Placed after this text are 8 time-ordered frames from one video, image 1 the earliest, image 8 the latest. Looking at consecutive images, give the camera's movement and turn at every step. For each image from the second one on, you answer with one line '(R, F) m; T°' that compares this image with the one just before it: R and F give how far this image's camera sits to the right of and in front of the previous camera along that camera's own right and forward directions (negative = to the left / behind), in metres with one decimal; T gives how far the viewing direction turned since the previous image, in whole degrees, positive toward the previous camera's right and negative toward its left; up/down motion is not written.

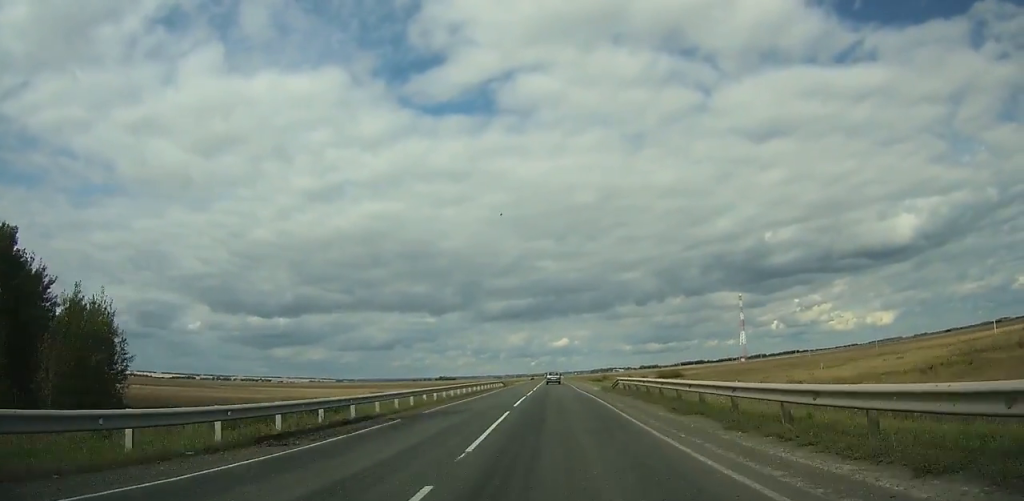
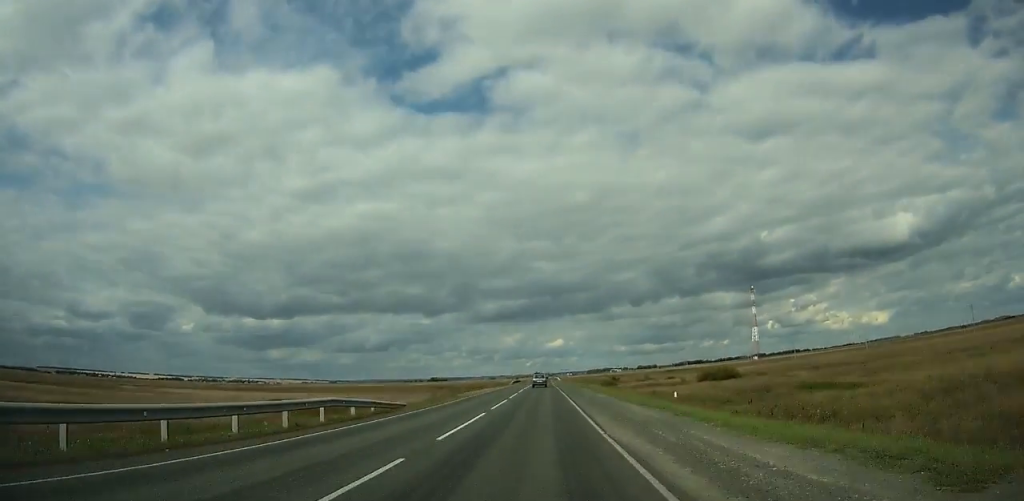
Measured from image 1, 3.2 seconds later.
(+0.7, +58.1) m; +4°
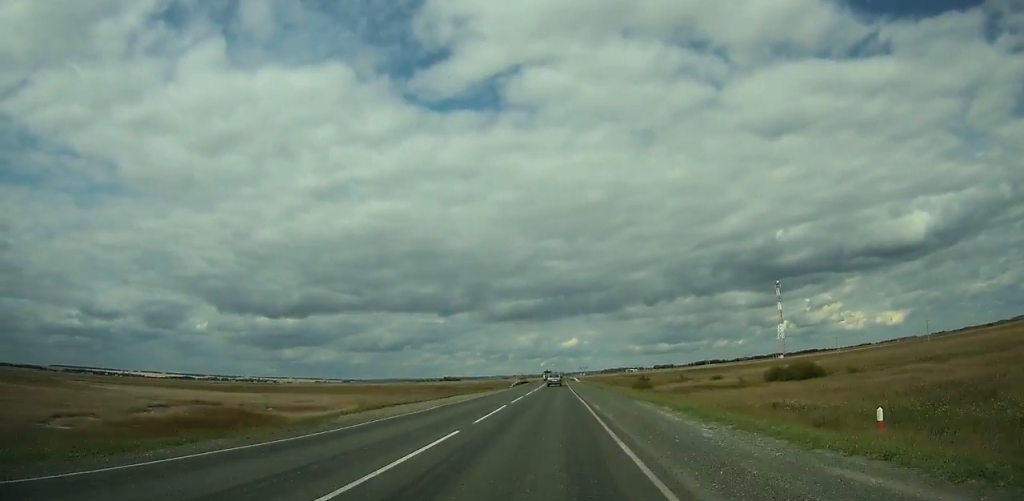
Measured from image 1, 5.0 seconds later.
(+1.6, +32.6) m; -2°
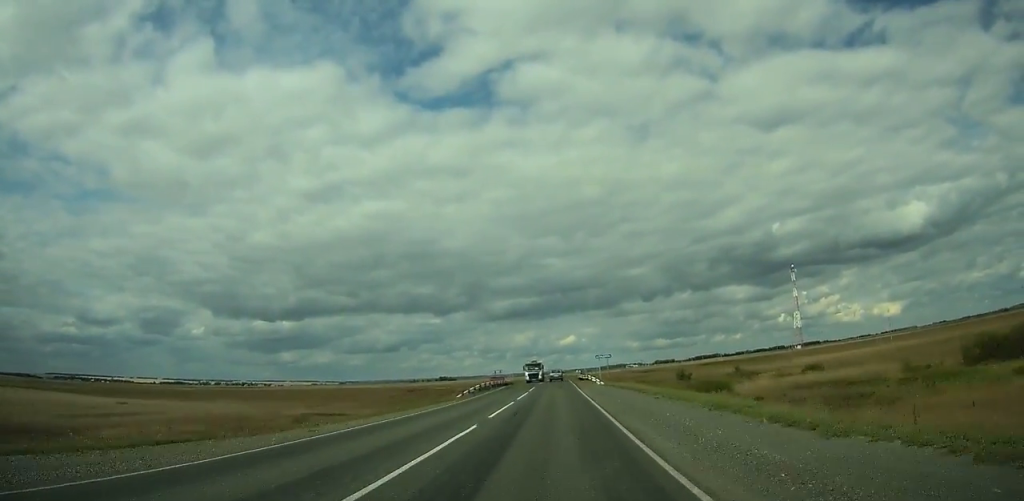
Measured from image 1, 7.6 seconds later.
(-1.7, +47.5) m; -3°
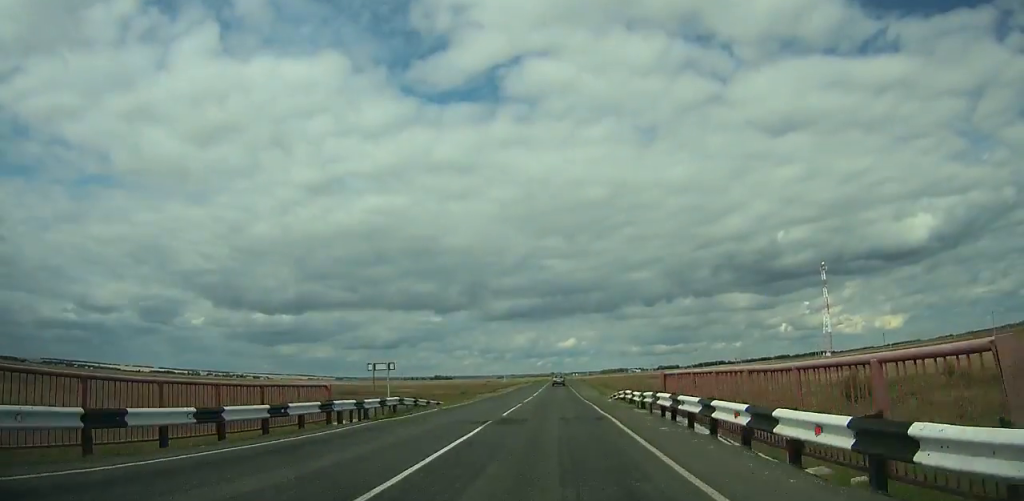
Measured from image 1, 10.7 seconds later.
(-1.8, +58.3) m; 0°
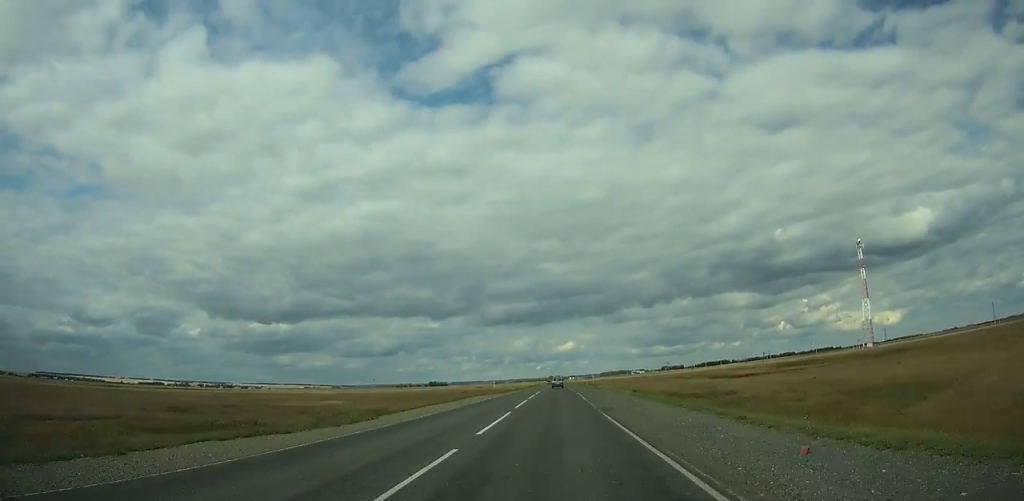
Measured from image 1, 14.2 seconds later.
(+2.1, +68.0) m; +2°
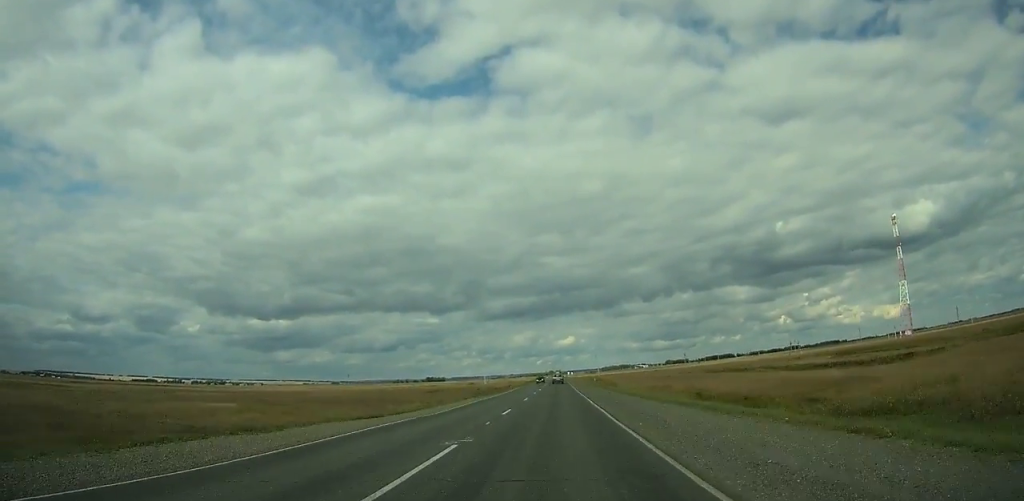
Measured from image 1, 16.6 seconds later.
(+0.1, +47.5) m; 0°
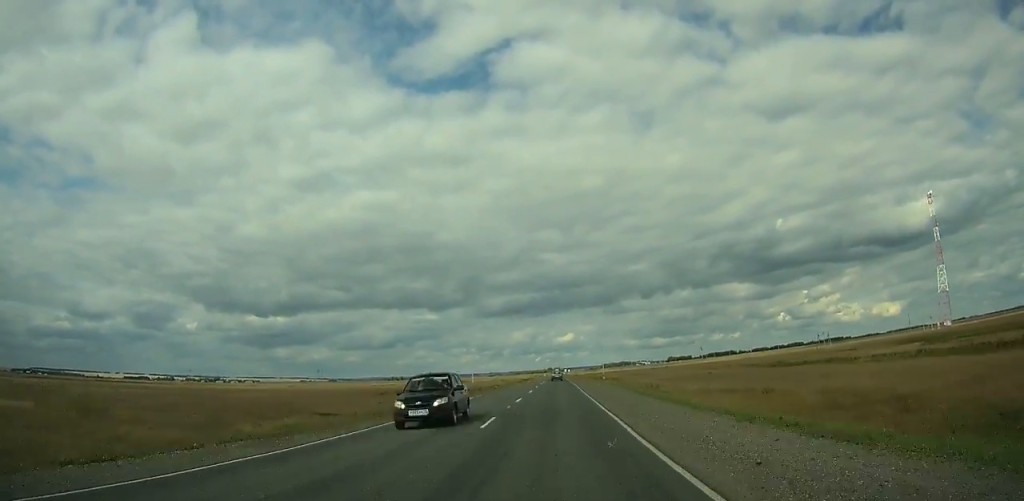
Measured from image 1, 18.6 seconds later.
(0.0, +39.4) m; 0°
